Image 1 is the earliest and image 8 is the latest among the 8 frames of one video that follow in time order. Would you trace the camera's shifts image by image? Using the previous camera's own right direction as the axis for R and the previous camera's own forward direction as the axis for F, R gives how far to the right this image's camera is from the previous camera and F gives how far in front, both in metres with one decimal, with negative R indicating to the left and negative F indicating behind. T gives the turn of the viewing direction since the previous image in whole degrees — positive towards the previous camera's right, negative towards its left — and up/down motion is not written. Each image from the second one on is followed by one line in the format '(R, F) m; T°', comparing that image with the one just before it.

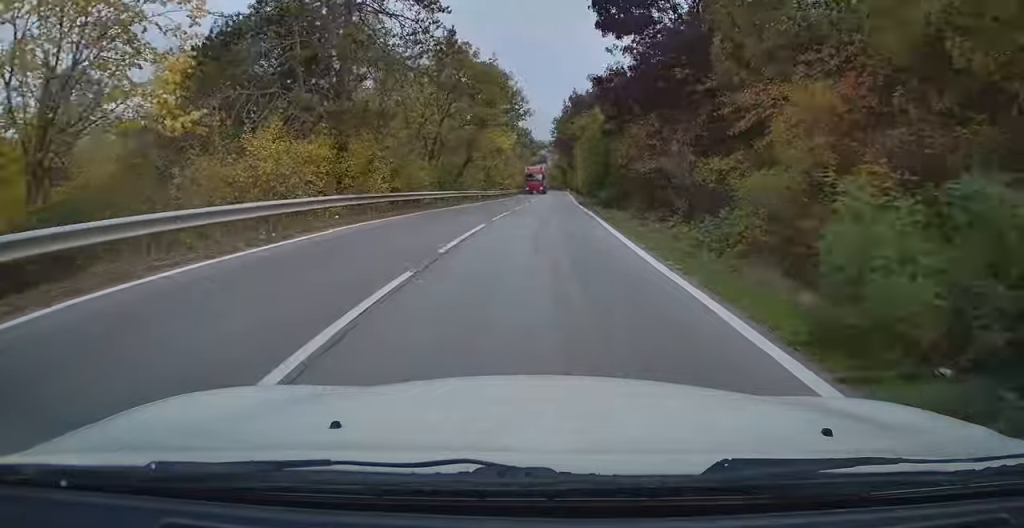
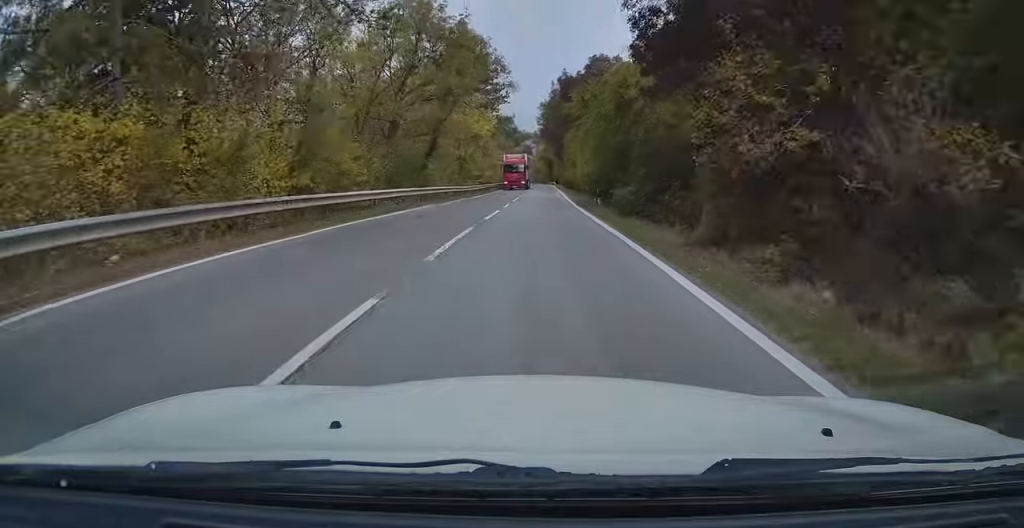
(0.0, +10.2) m; +1°
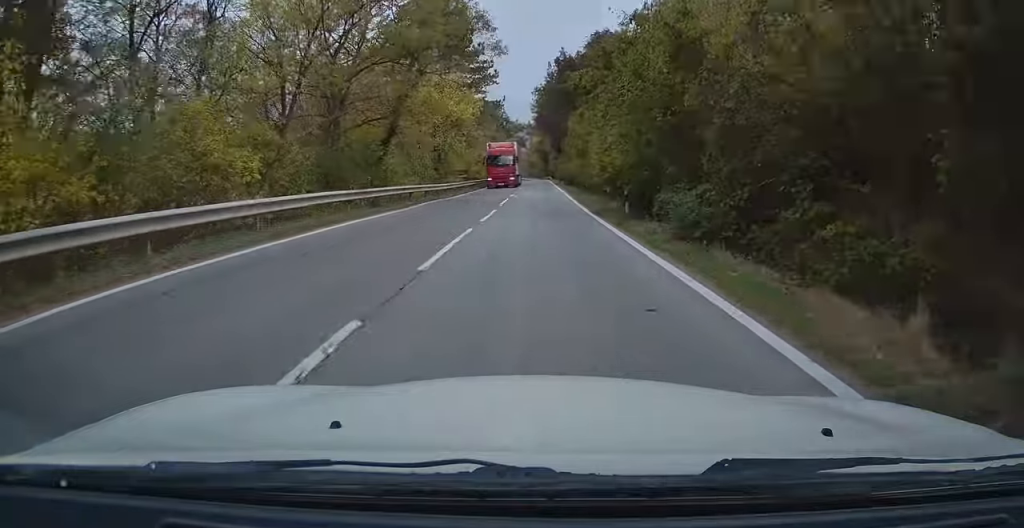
(0.0, +9.7) m; +1°
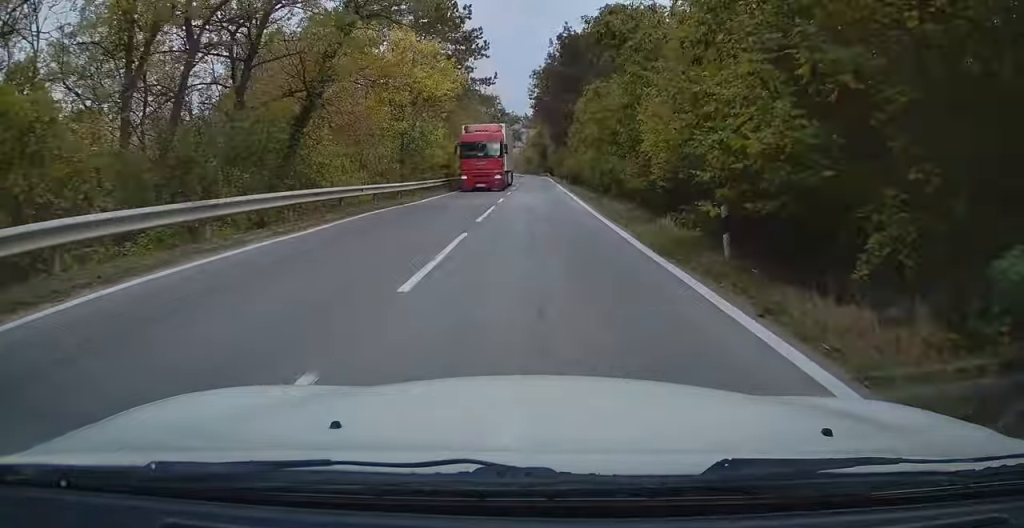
(+0.1, +10.3) m; +1°
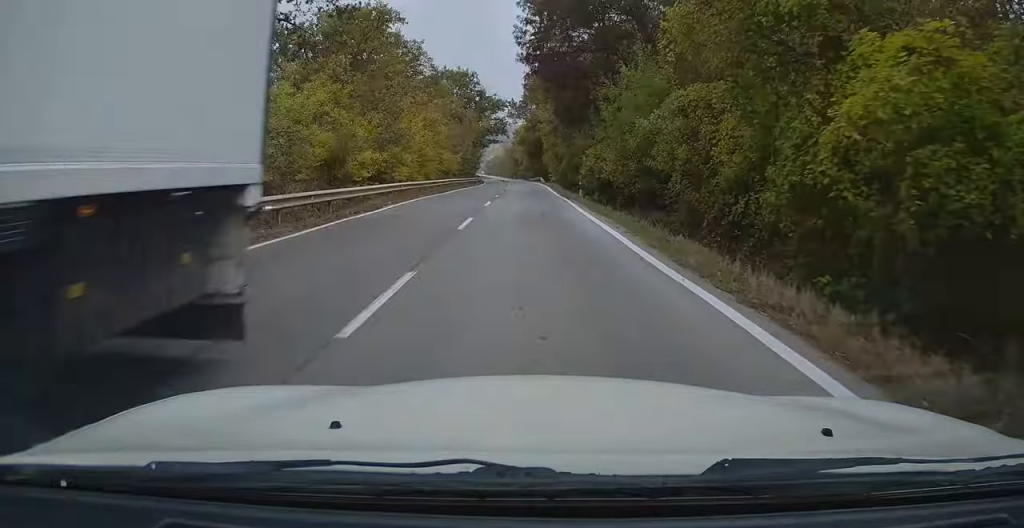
(+0.2, +28.6) m; 0°
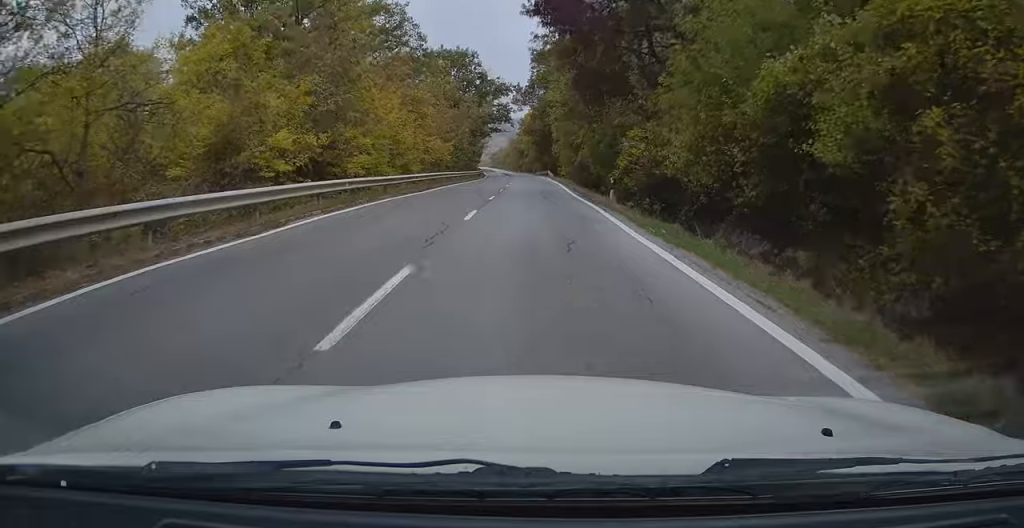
(-0.1, +9.7) m; 0°
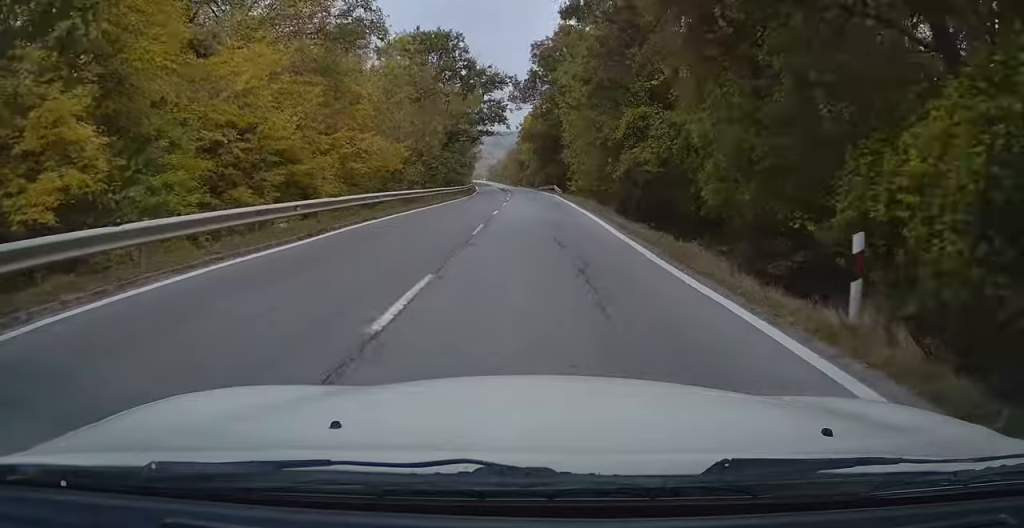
(+0.1, +16.7) m; 0°
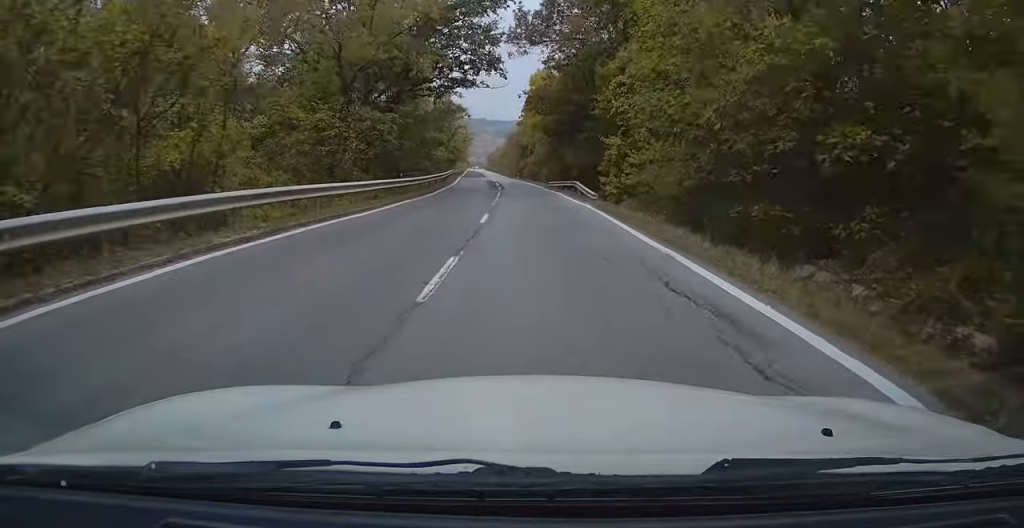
(-0.2, +25.2) m; 0°
